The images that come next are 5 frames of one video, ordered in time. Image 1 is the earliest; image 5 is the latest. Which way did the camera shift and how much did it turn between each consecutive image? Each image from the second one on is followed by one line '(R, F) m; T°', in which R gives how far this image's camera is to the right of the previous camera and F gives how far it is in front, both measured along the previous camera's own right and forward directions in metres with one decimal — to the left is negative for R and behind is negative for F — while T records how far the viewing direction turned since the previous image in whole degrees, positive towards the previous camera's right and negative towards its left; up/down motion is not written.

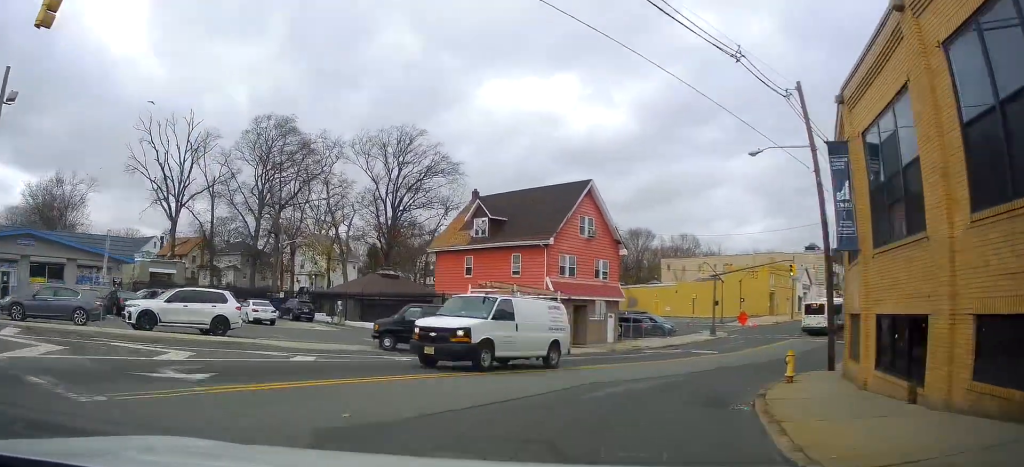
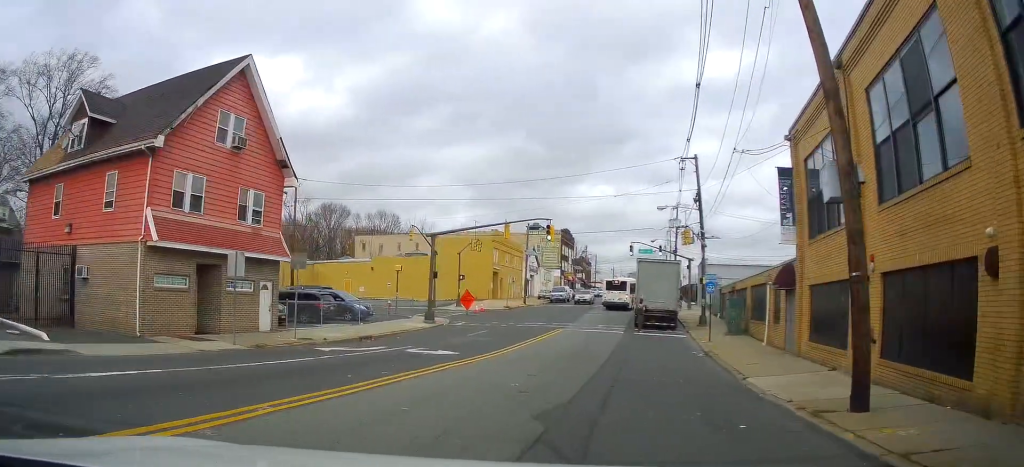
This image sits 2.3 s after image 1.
(+3.5, +15.4) m; +26°
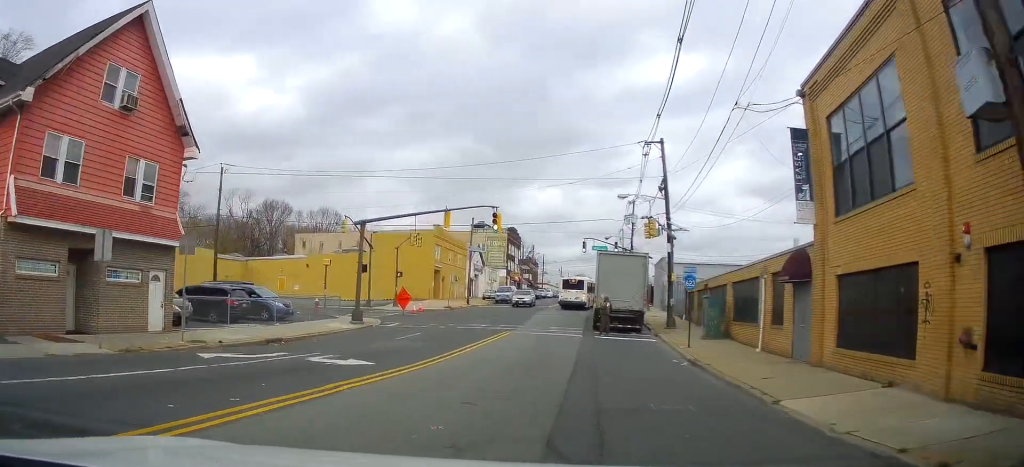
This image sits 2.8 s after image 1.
(+0.3, +4.1) m; +5°
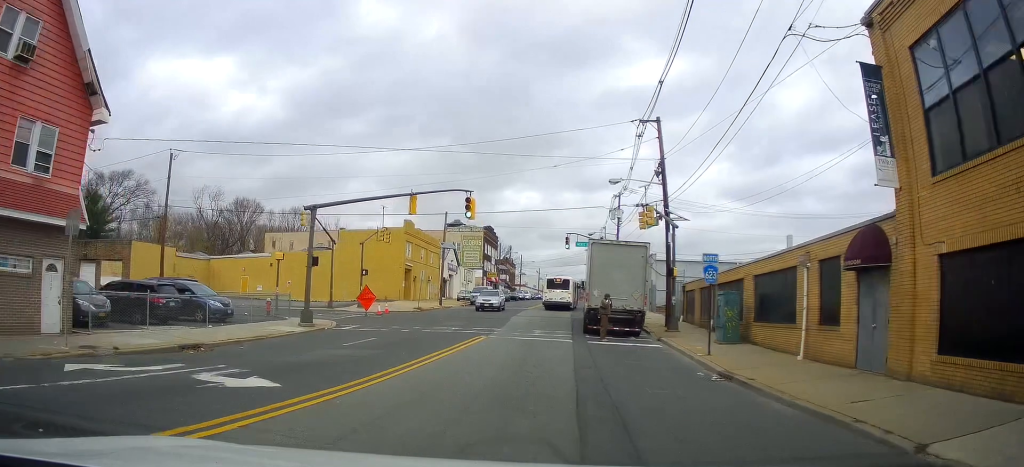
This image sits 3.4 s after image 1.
(+0.2, +4.7) m; +3°
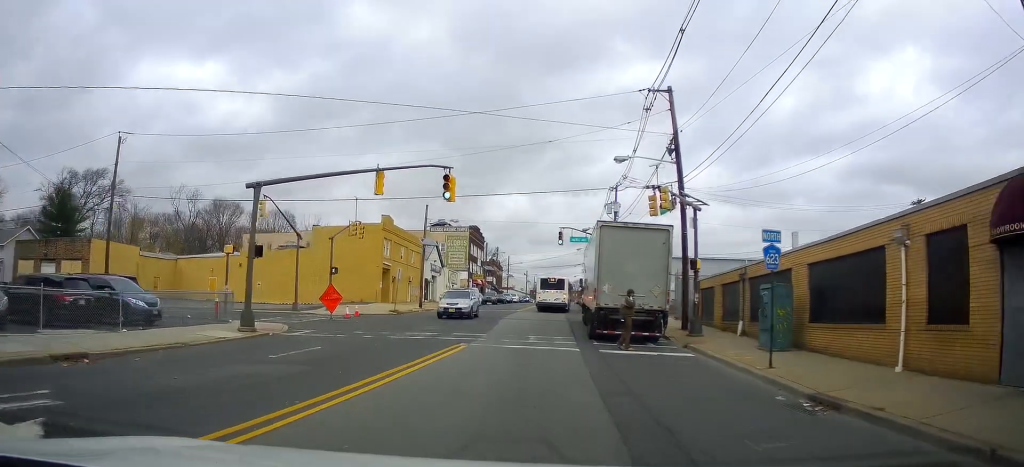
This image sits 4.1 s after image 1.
(+0.1, +5.1) m; +2°
